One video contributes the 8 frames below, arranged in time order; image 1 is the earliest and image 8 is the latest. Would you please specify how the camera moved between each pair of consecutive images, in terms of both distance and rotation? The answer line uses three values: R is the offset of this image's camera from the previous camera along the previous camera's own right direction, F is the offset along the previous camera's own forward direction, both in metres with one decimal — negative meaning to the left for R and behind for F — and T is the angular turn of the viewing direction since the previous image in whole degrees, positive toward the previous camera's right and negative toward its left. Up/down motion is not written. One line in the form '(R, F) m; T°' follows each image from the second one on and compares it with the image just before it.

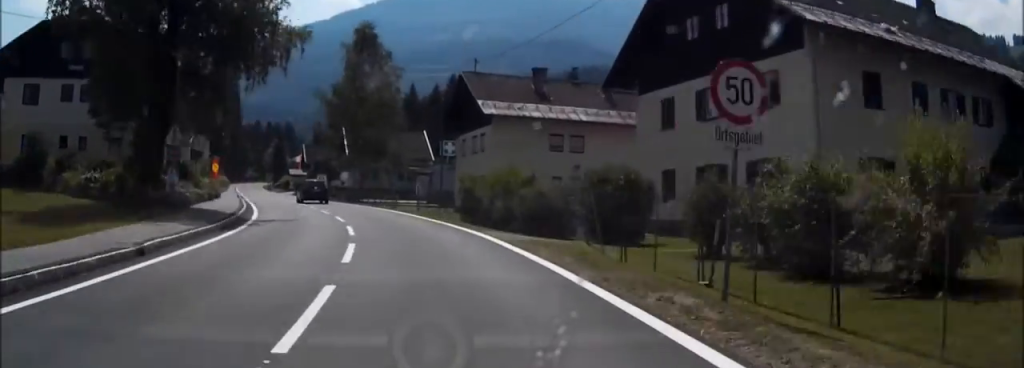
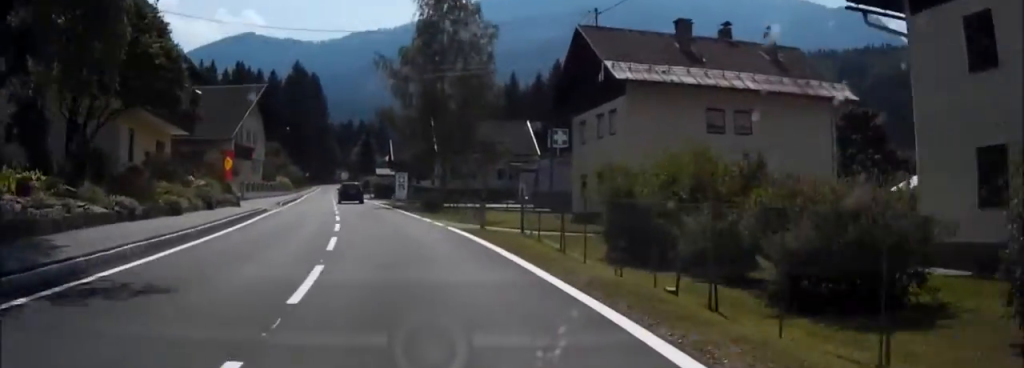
(0.0, +15.1) m; 0°
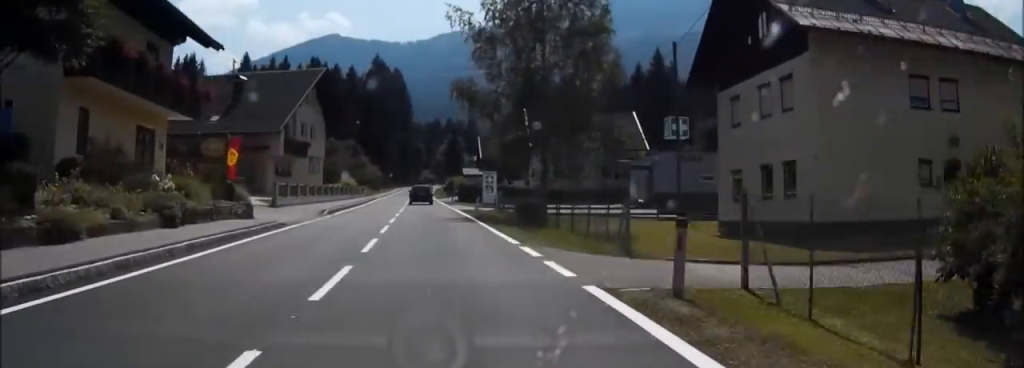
(-0.1, +11.8) m; -4°
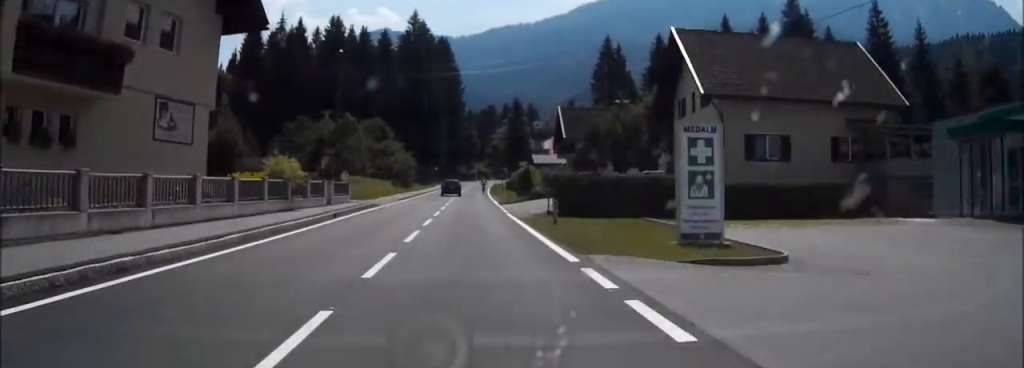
(-4.2, +40.7) m; -9°
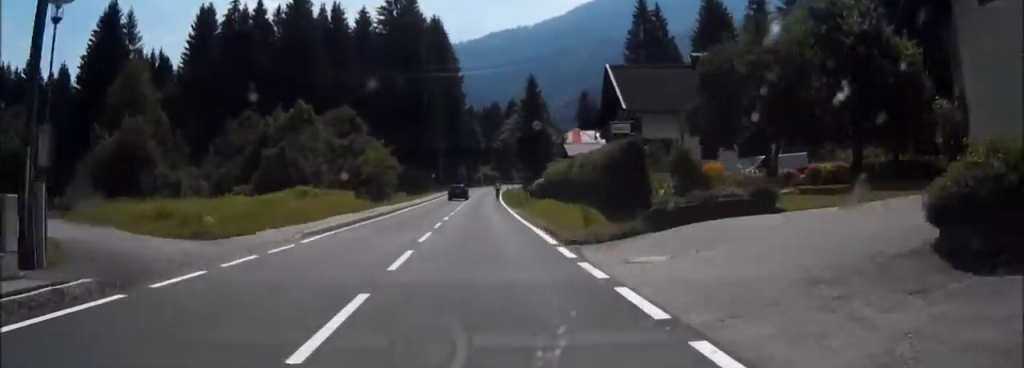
(-0.5, +29.5) m; -3°
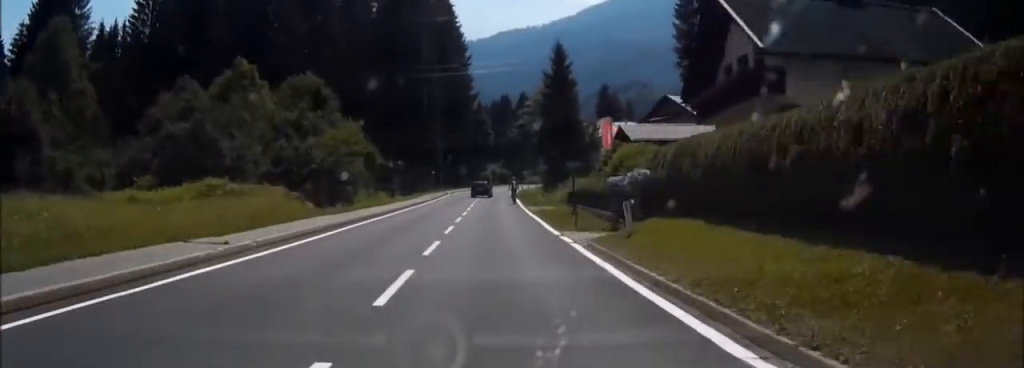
(-0.7, +21.4) m; -1°
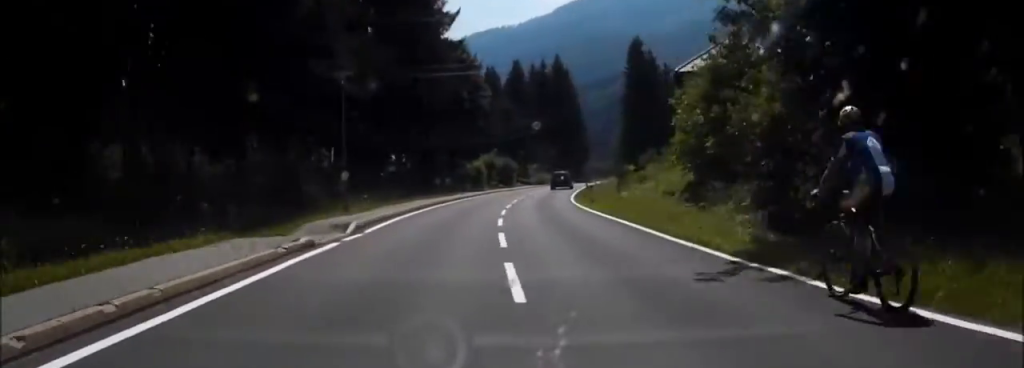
(+1.6, +58.6) m; +5°
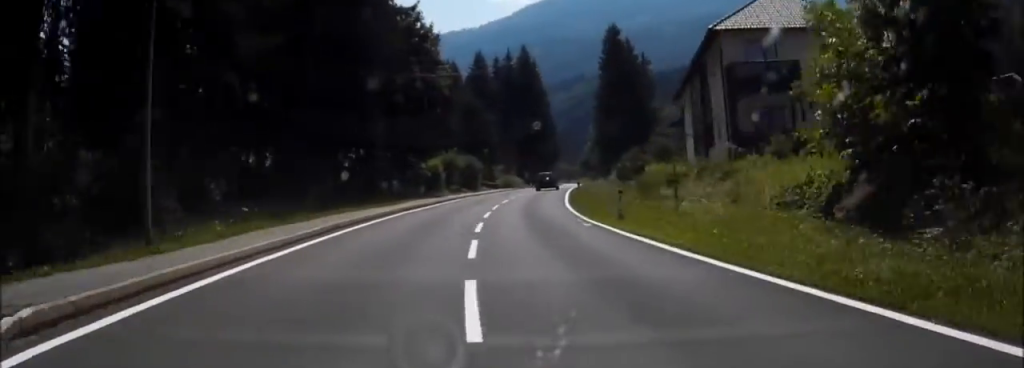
(+0.3, +13.6) m; +3°
